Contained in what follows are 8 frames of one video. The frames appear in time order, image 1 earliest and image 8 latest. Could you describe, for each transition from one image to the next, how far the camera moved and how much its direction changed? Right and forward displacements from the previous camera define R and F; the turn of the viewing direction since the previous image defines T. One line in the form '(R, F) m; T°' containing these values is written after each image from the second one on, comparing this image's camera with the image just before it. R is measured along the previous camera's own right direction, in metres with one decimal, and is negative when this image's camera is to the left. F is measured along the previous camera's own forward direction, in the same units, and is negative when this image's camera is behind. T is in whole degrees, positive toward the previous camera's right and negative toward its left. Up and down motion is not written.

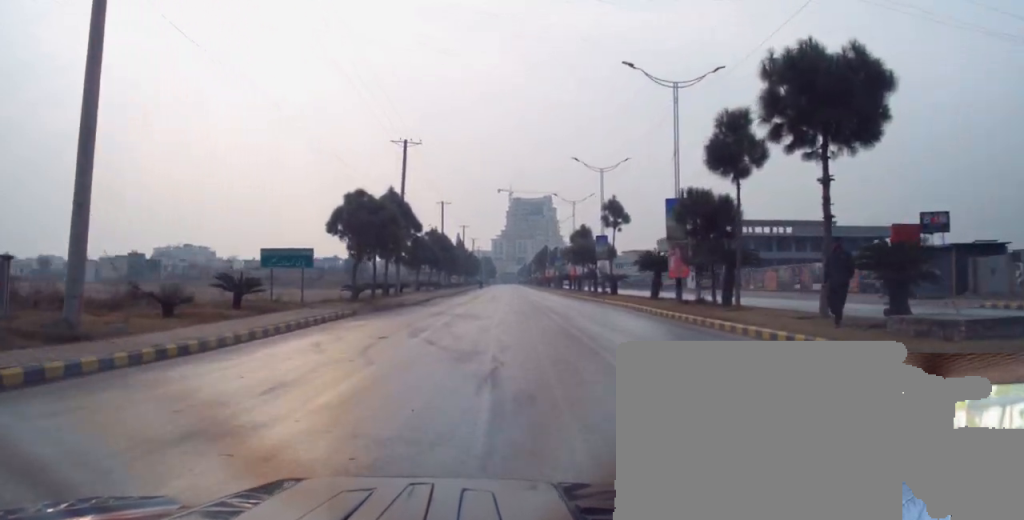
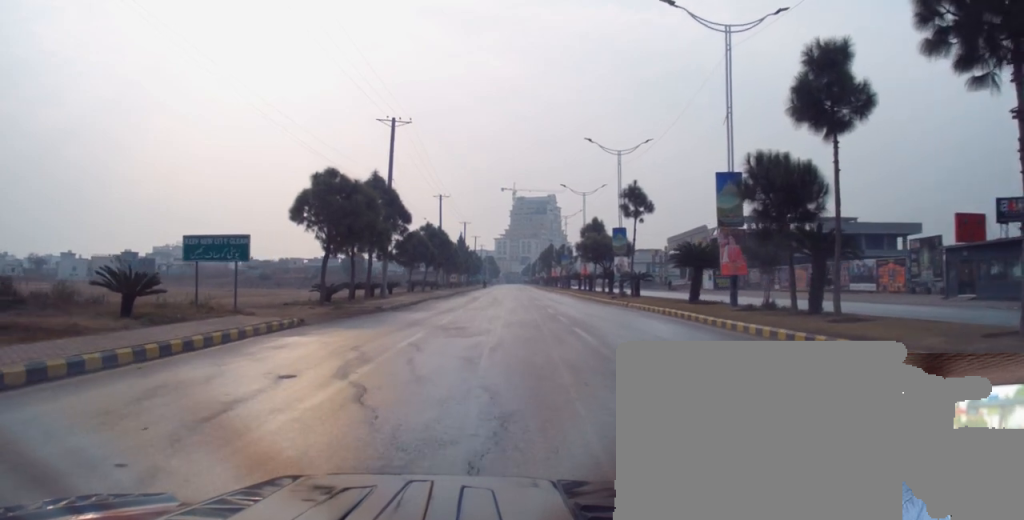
(0.0, +7.5) m; +2°
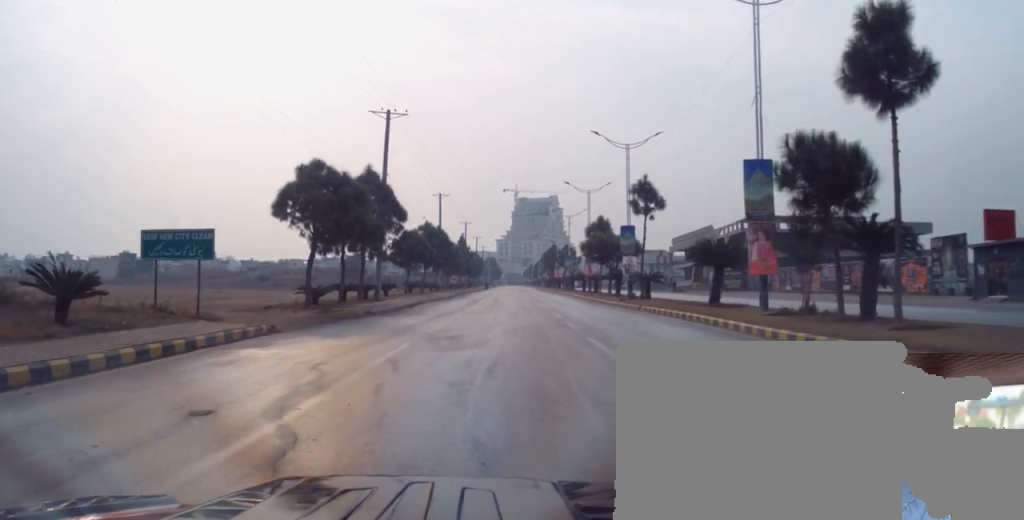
(0.0, +2.9) m; +2°
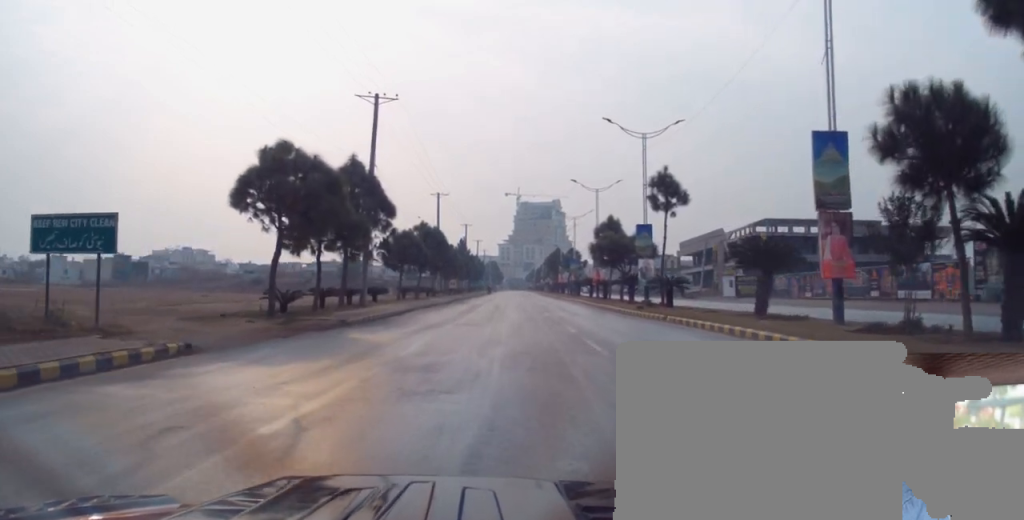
(+0.2, +4.9) m; +2°
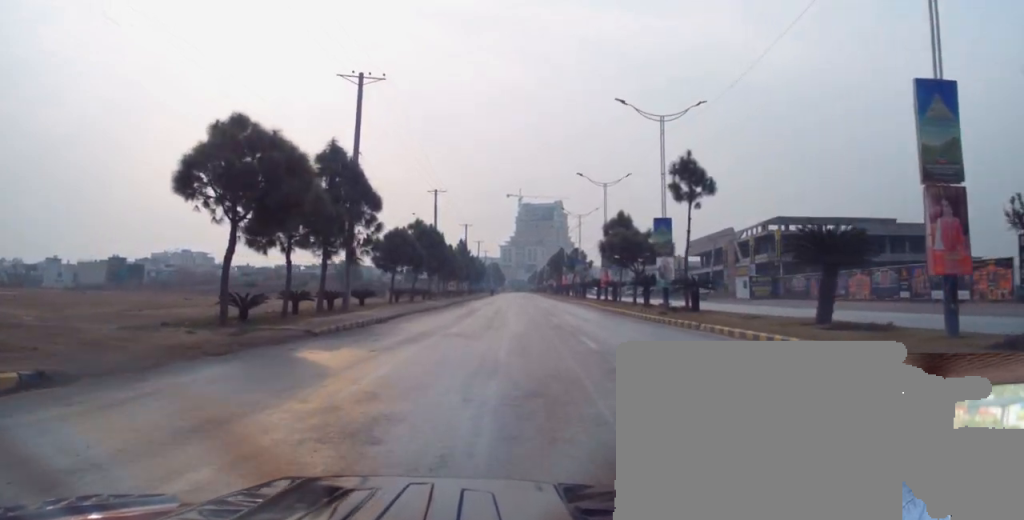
(0.0, +4.6) m; 0°
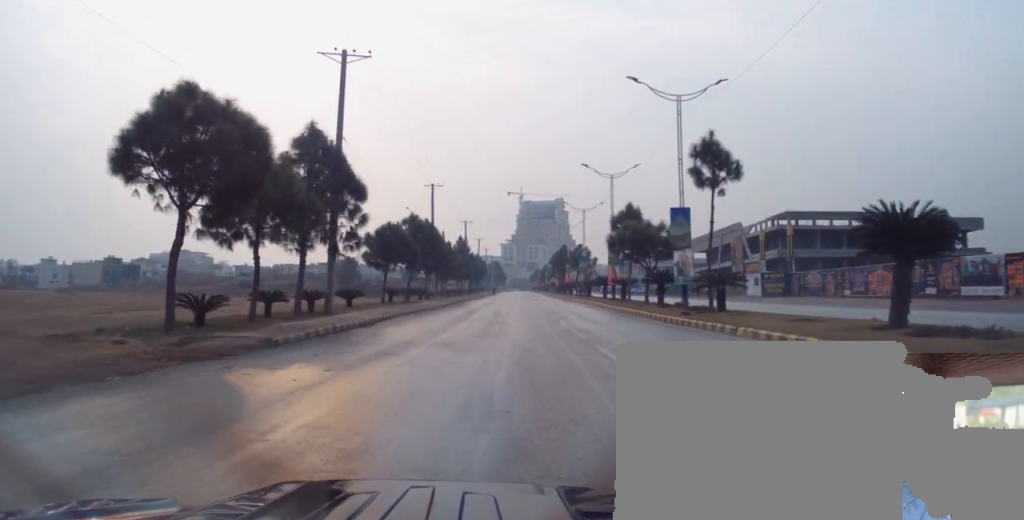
(0.0, +3.7) m; 0°
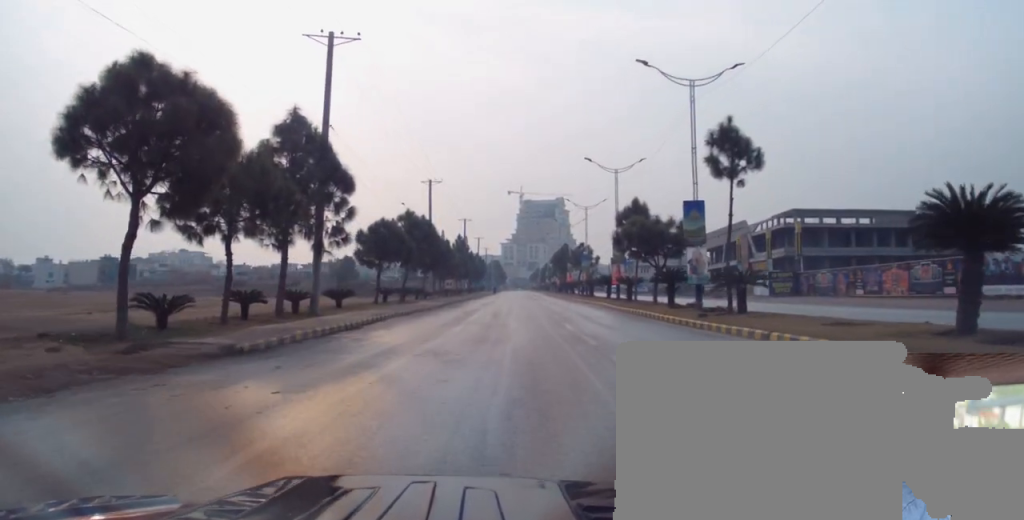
(0.0, +2.5) m; 0°
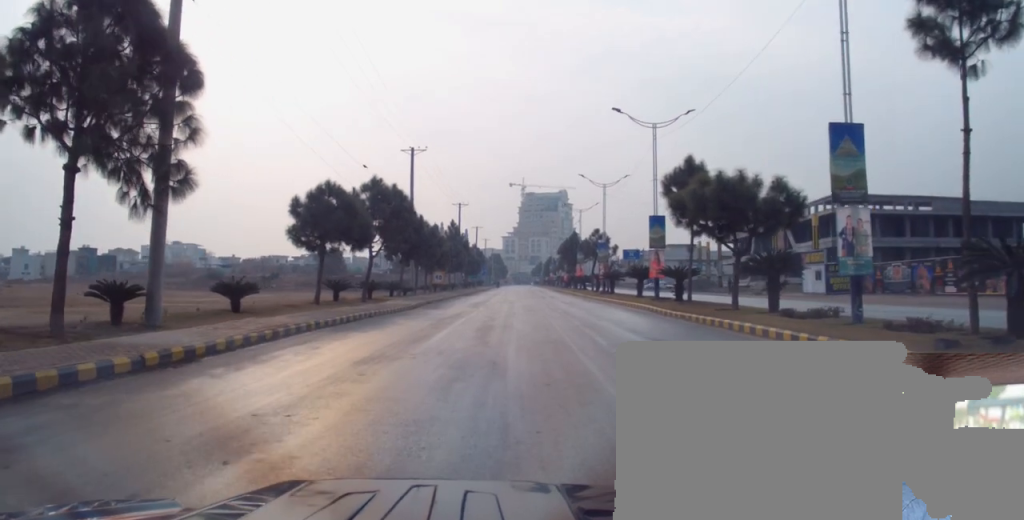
(-0.8, +14.4) m; -4°
